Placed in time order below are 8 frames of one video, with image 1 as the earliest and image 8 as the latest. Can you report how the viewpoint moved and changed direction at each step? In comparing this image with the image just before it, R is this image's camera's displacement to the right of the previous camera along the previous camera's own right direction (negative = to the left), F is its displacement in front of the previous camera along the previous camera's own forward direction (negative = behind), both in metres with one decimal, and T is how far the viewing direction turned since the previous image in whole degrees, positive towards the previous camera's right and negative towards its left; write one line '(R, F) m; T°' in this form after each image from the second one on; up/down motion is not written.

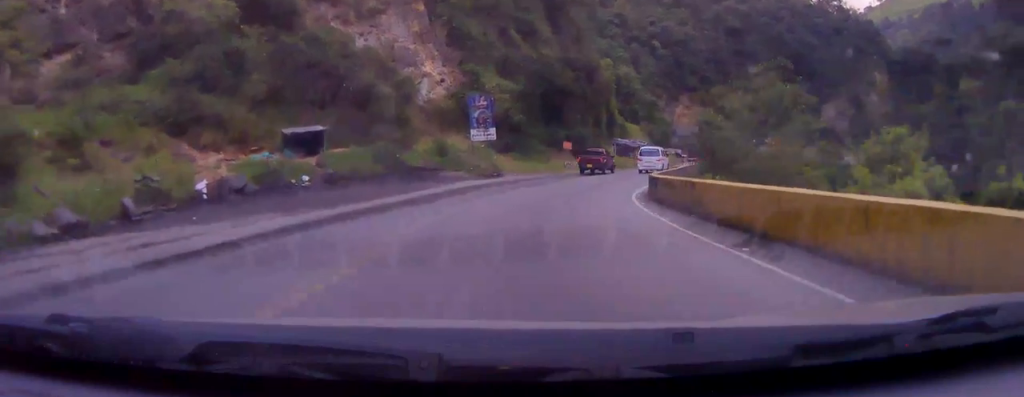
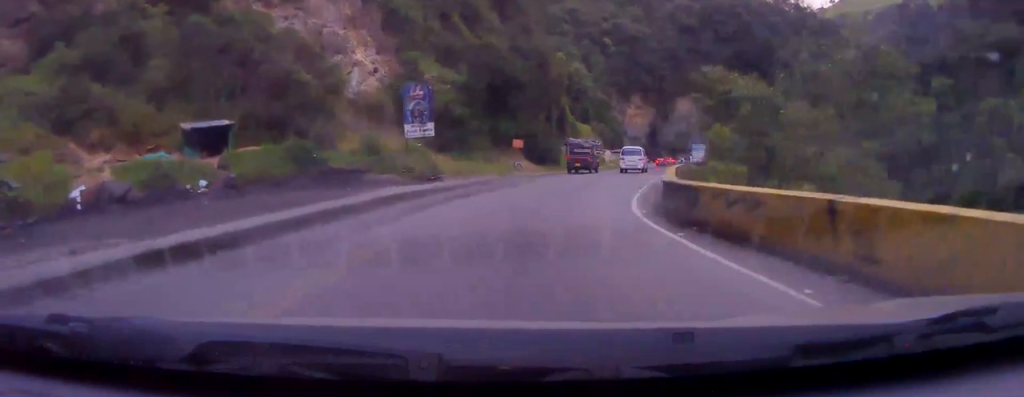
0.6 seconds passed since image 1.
(+0.5, +8.0) m; +5°
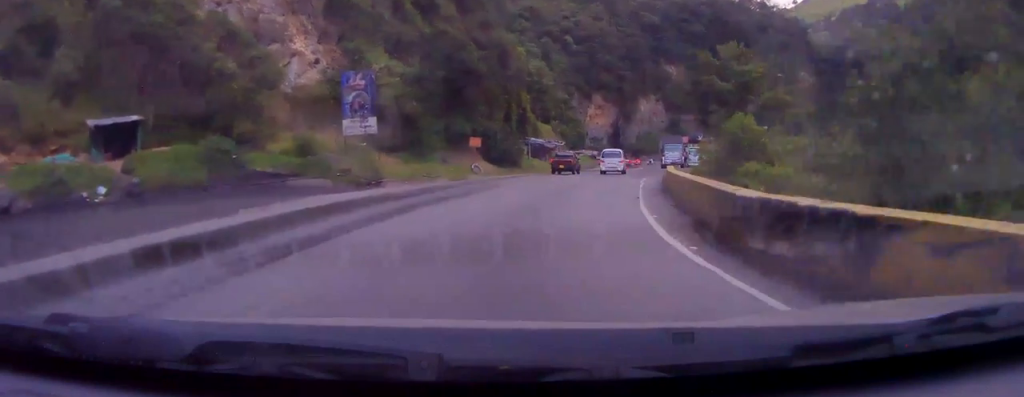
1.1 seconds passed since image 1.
(0.0, +6.2) m; +4°
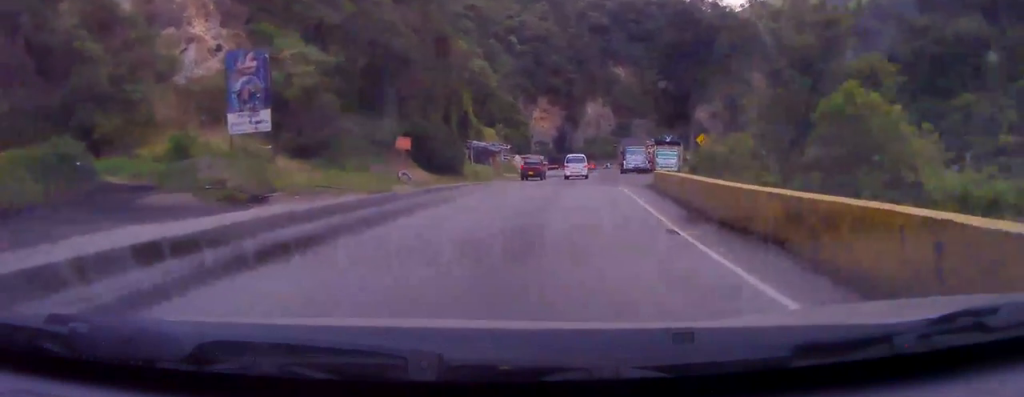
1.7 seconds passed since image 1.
(+0.6, +9.0) m; +5°
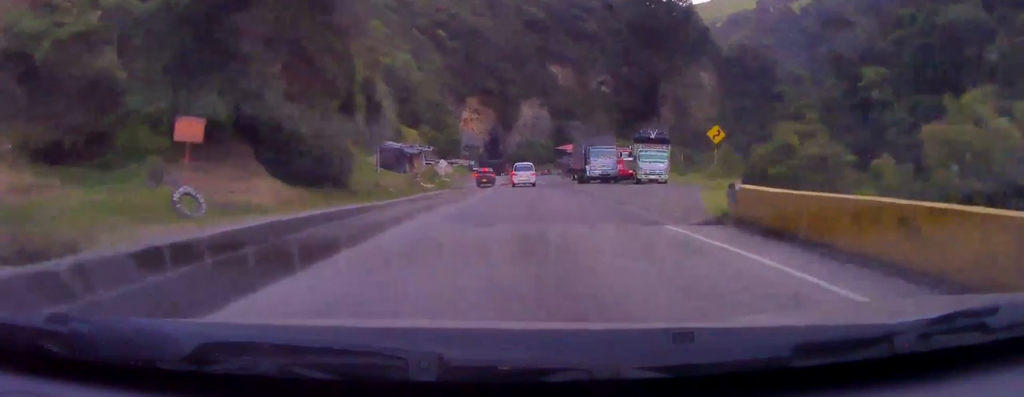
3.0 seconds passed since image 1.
(+1.1, +17.6) m; +7°
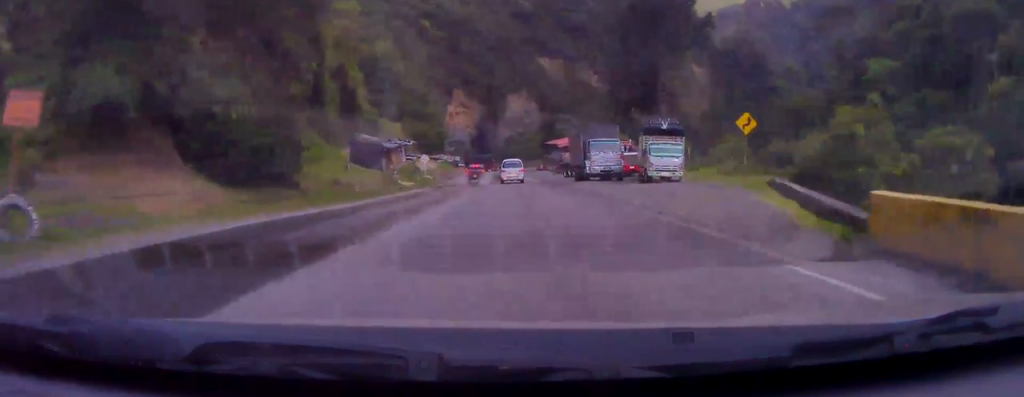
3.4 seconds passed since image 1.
(+0.2, +6.1) m; +2°
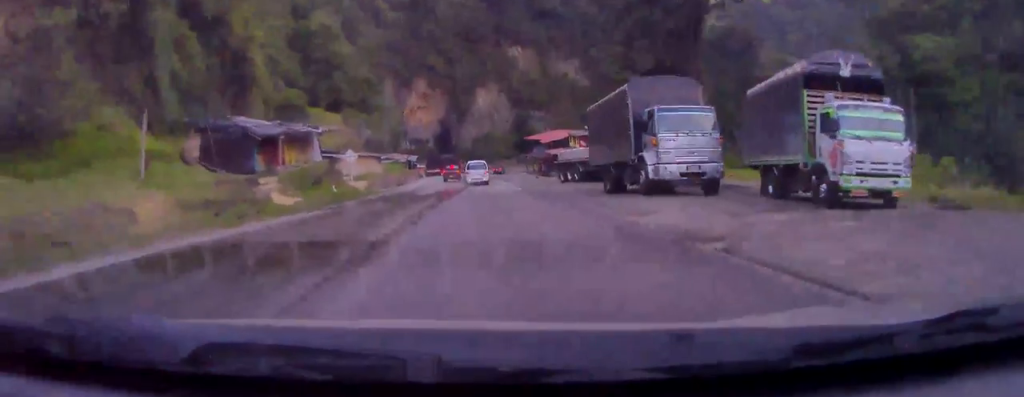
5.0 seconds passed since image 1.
(+0.7, +22.6) m; +1°
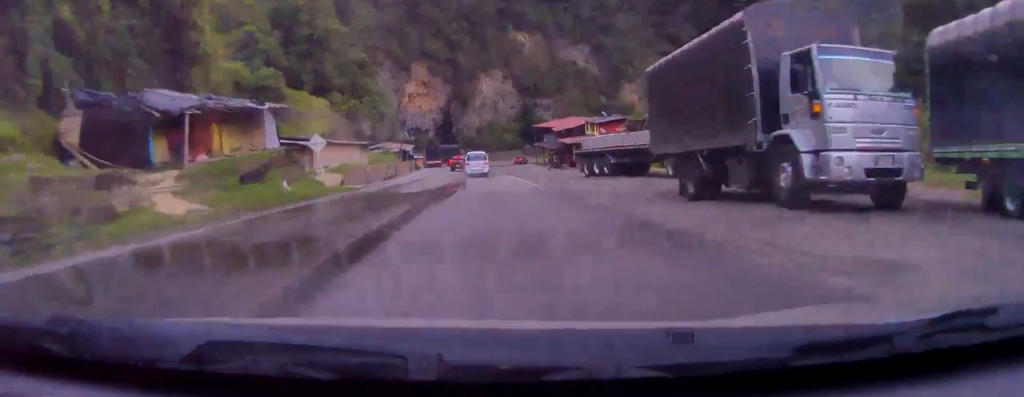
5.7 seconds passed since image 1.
(0.0, +9.7) m; 0°
